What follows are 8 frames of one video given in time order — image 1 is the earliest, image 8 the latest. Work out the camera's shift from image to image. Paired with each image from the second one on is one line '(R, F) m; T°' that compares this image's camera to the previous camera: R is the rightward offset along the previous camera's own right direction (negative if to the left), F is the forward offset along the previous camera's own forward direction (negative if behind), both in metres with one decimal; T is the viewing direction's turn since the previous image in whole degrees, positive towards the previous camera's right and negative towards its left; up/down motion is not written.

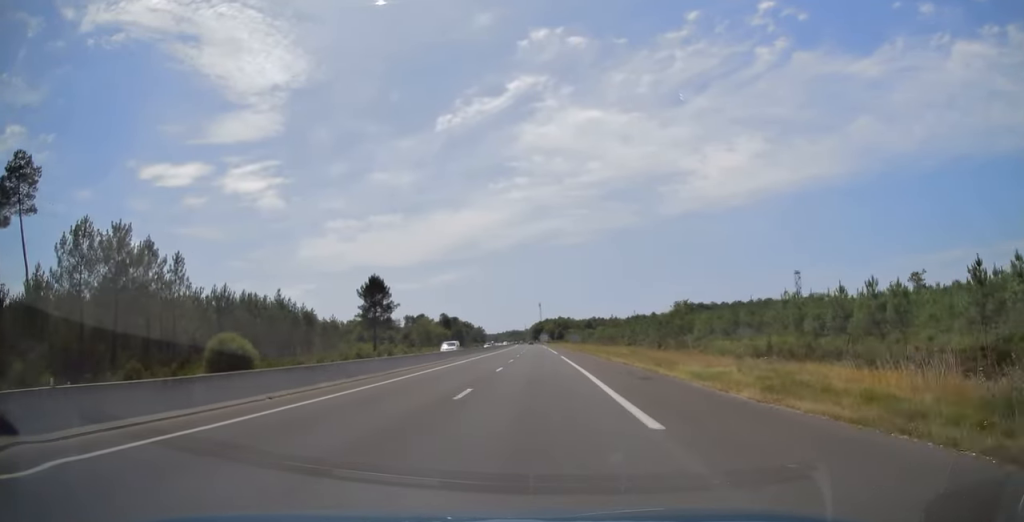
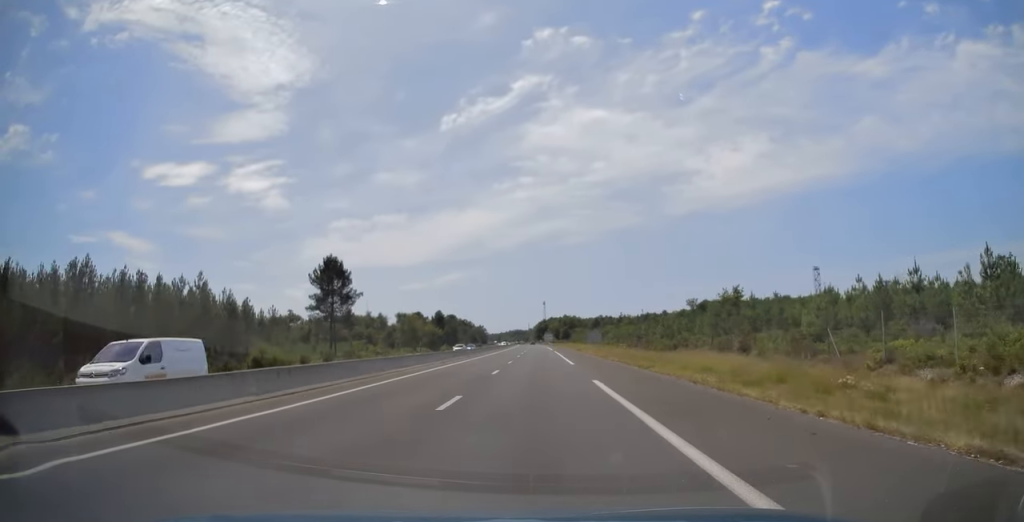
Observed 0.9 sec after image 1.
(0.0, +28.3) m; 0°
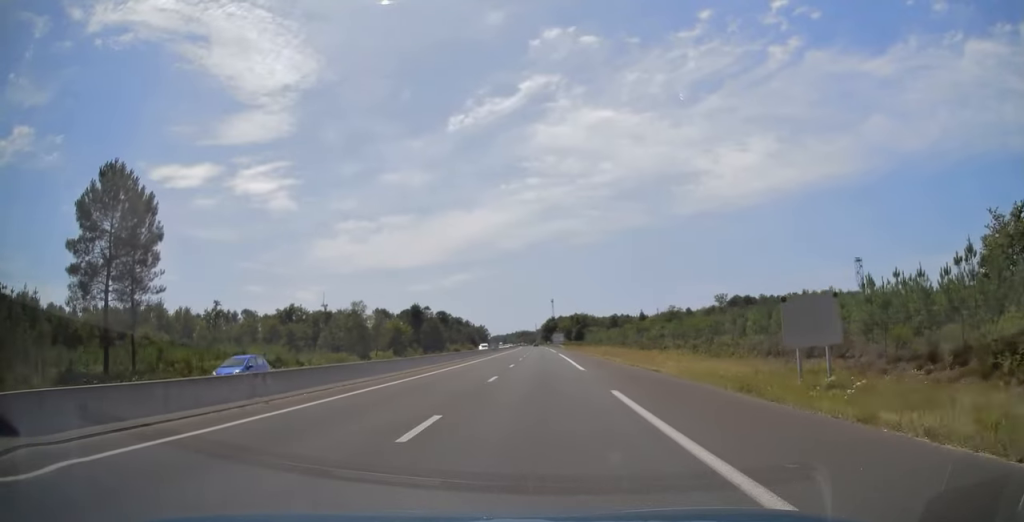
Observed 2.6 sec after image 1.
(-0.5, +55.8) m; 0°
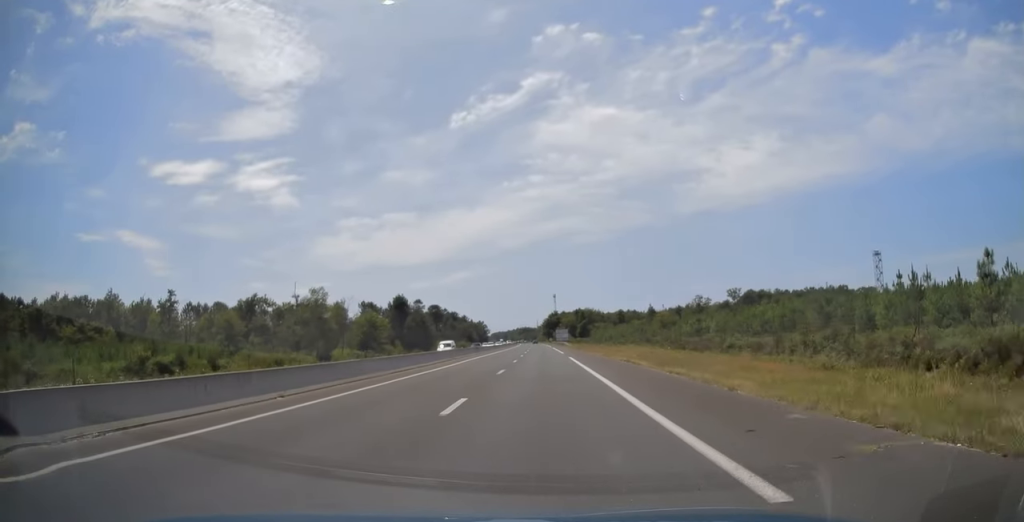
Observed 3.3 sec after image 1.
(+0.3, +23.1) m; 0°
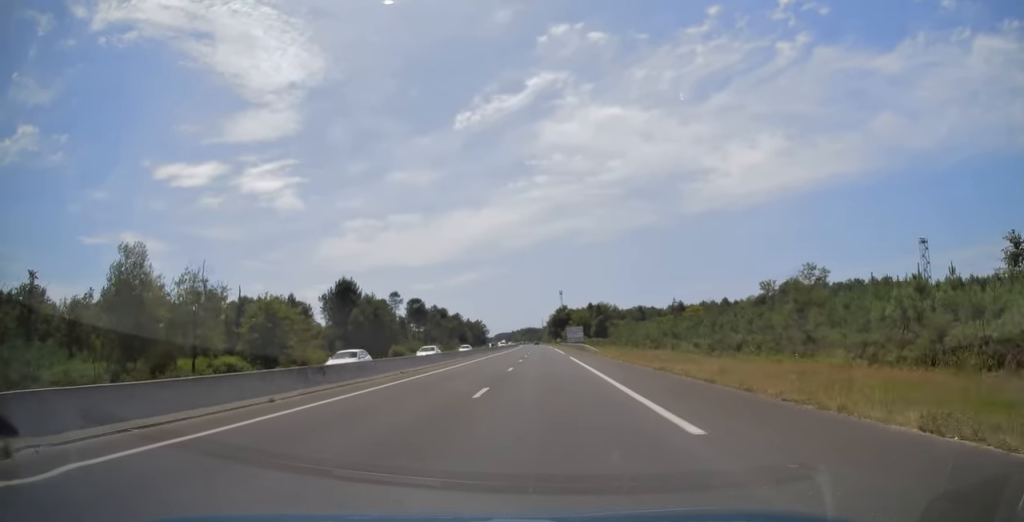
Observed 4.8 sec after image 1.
(-1.1, +49.0) m; -2°
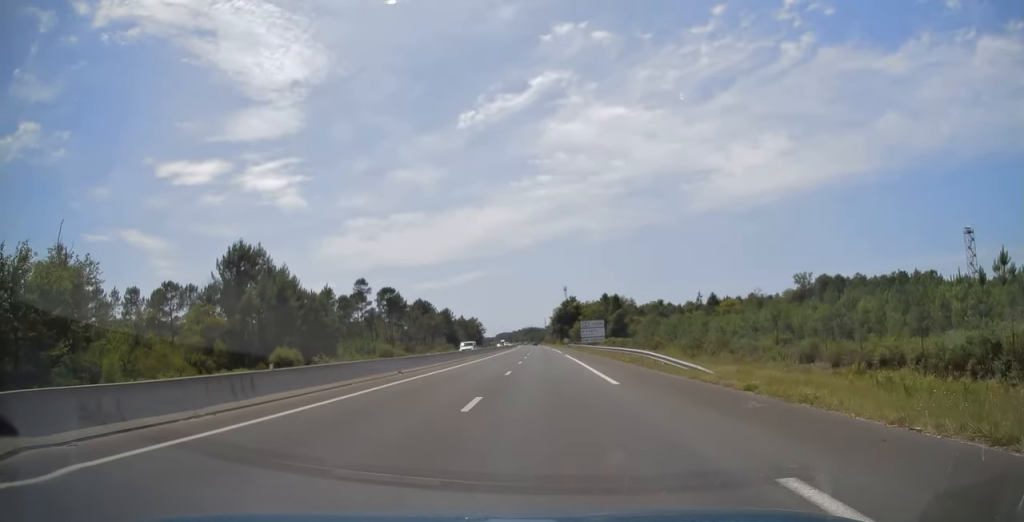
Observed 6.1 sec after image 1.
(+0.1, +42.0) m; 0°
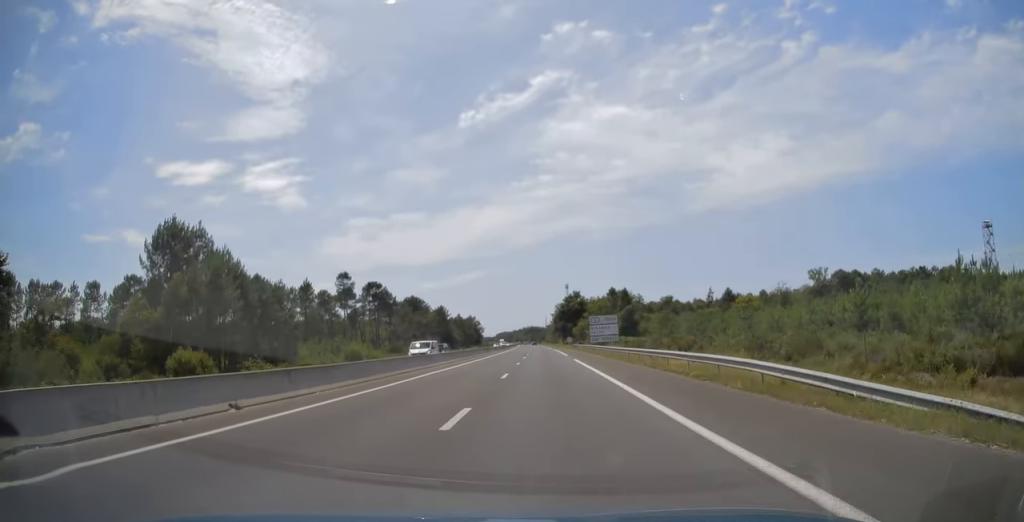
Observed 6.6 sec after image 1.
(0.0, +15.6) m; 0°
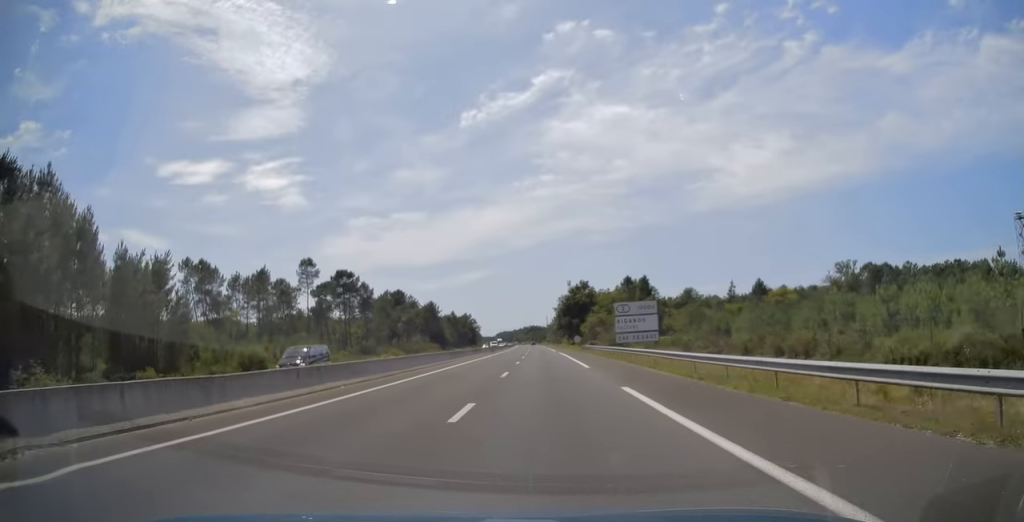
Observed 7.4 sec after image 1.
(-0.3, +25.3) m; 0°
